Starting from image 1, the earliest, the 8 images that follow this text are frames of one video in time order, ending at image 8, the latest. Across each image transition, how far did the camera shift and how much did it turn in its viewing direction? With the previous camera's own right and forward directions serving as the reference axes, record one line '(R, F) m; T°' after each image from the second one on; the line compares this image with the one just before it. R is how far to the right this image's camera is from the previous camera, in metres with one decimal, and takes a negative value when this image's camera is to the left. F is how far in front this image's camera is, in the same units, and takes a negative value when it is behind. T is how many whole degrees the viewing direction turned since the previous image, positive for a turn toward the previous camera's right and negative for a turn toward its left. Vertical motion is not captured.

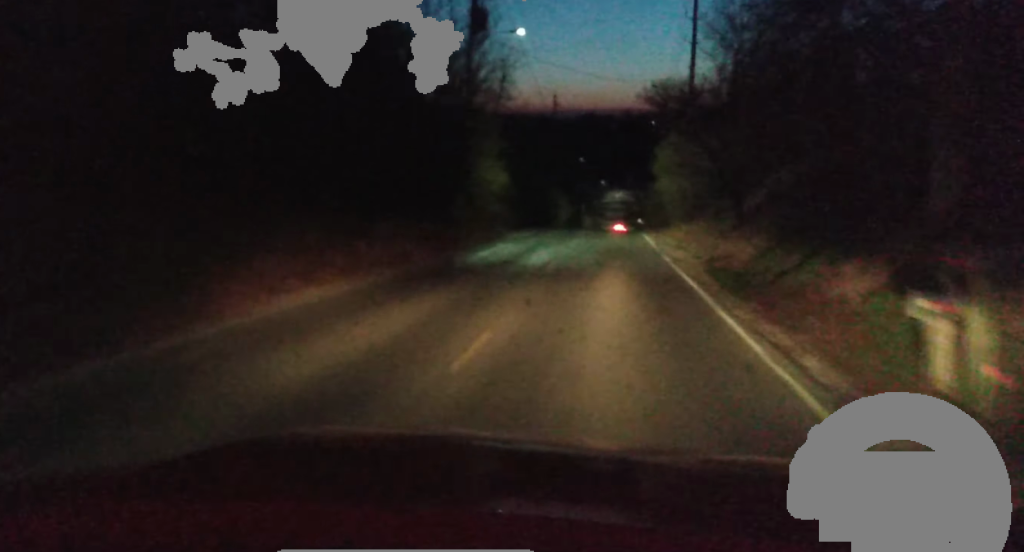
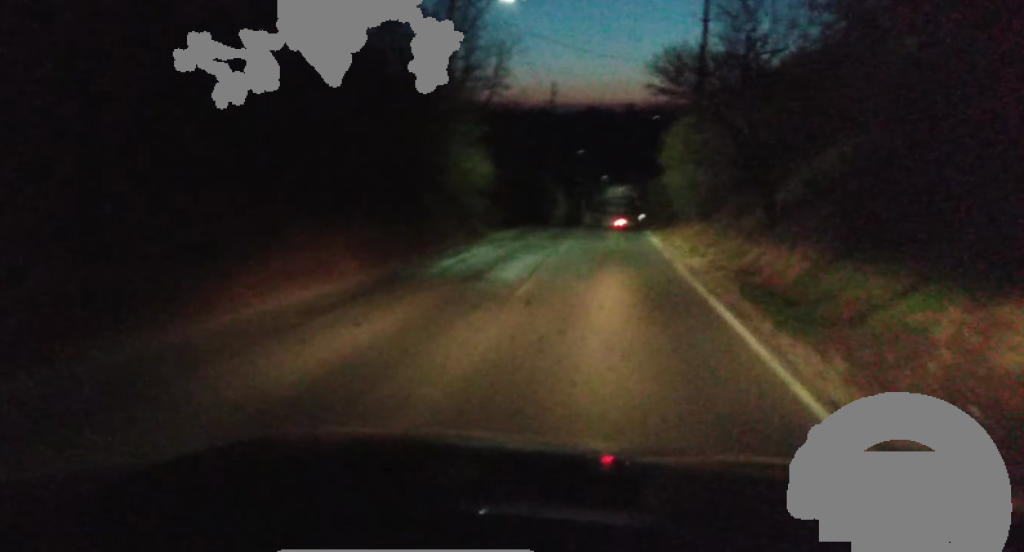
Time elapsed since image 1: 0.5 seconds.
(0.0, +6.2) m; +1°
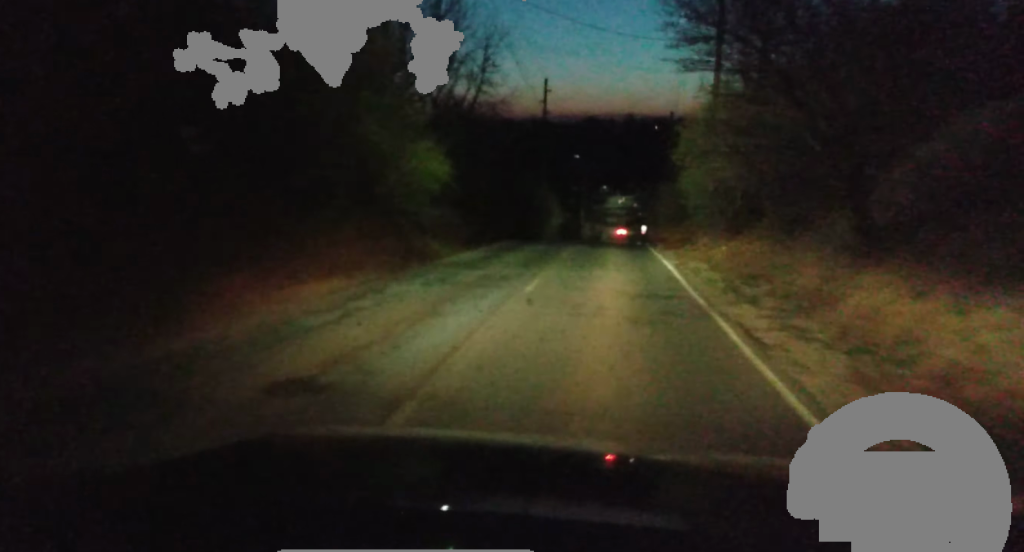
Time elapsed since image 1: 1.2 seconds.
(+0.1, +10.1) m; +1°
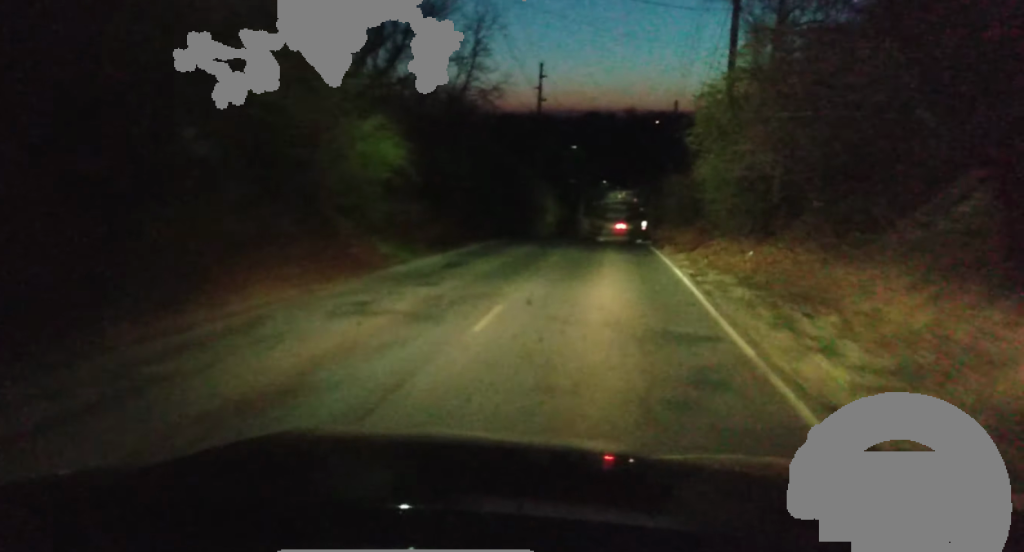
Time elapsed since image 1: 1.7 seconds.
(0.0, +6.1) m; -1°
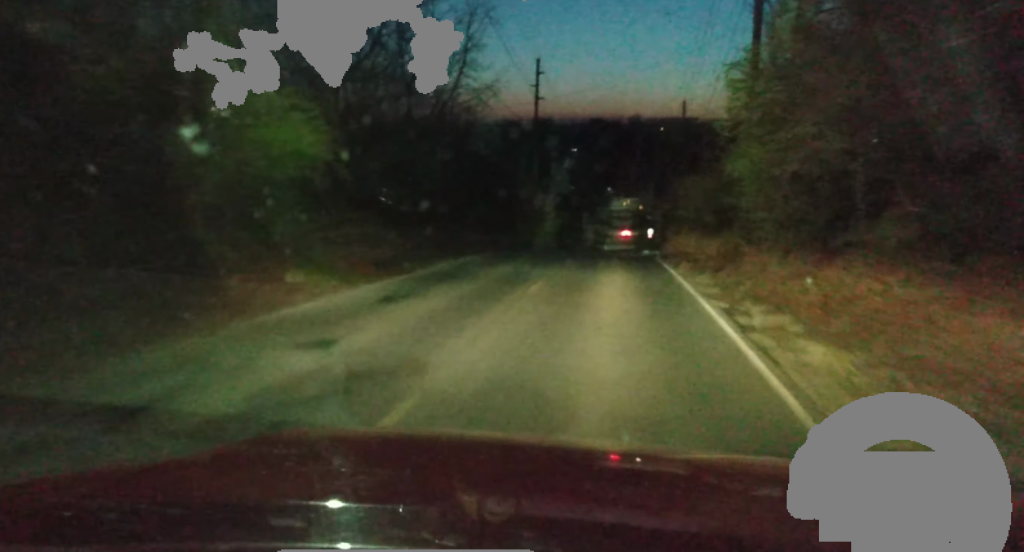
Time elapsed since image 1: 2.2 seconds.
(+0.1, +6.5) m; -1°
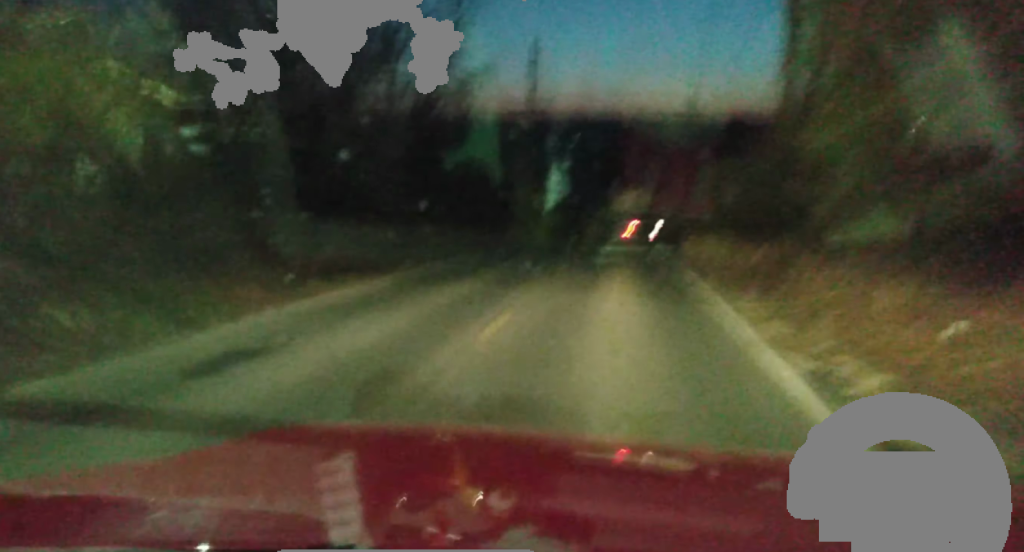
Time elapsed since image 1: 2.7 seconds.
(-0.2, +6.9) m; 0°
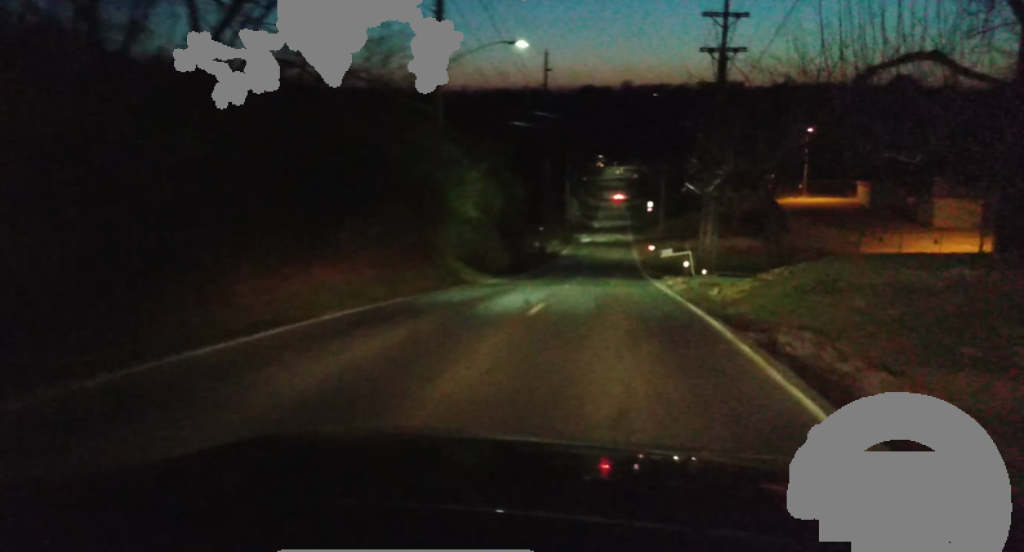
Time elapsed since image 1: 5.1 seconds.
(+0.4, +30.9) m; +2°
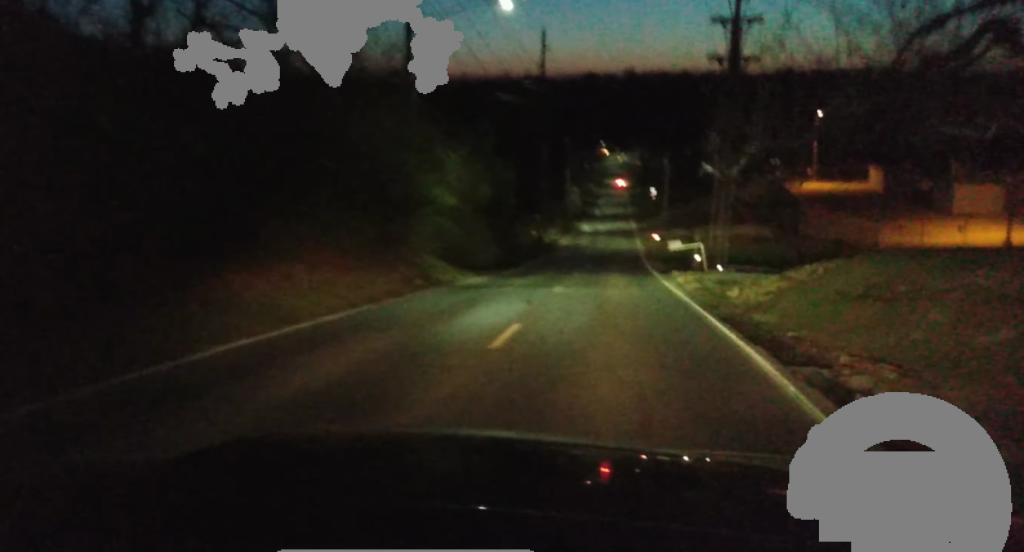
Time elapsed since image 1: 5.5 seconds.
(0.0, +5.1) m; 0°
